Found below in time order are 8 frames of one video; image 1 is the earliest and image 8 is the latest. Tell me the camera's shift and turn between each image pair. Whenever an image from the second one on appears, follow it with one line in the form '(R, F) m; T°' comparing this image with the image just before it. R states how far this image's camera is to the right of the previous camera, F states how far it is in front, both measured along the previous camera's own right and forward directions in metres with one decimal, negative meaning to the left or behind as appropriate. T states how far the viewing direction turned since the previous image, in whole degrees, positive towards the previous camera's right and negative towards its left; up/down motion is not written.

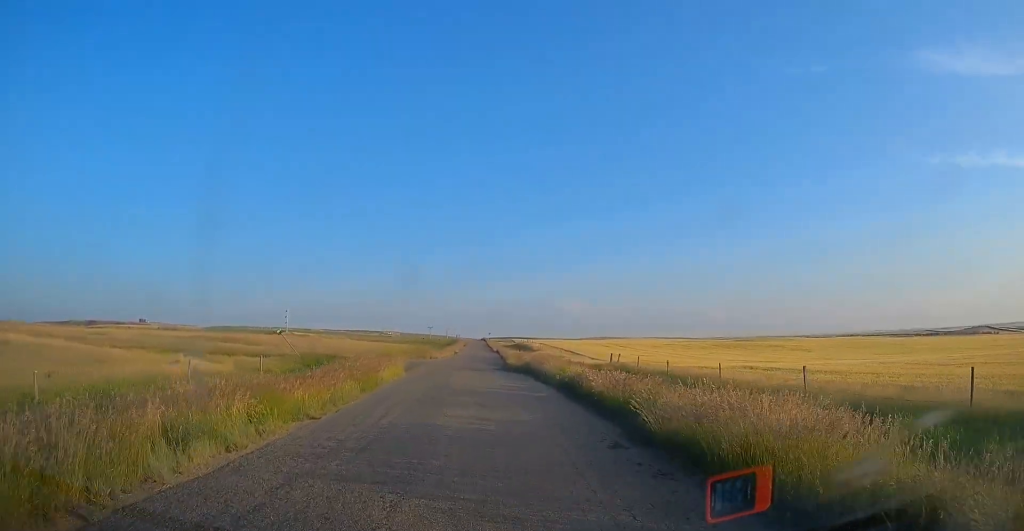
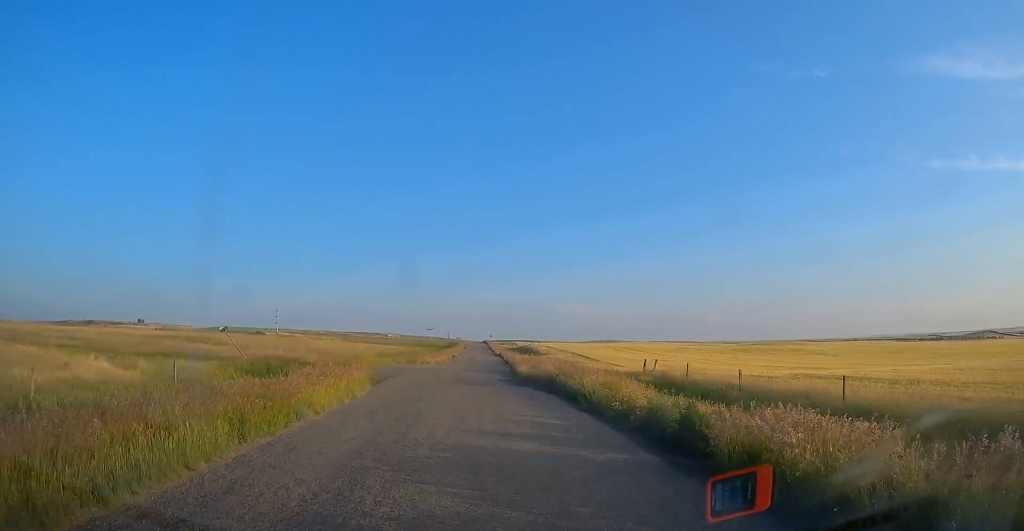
(-0.5, +10.9) m; 0°
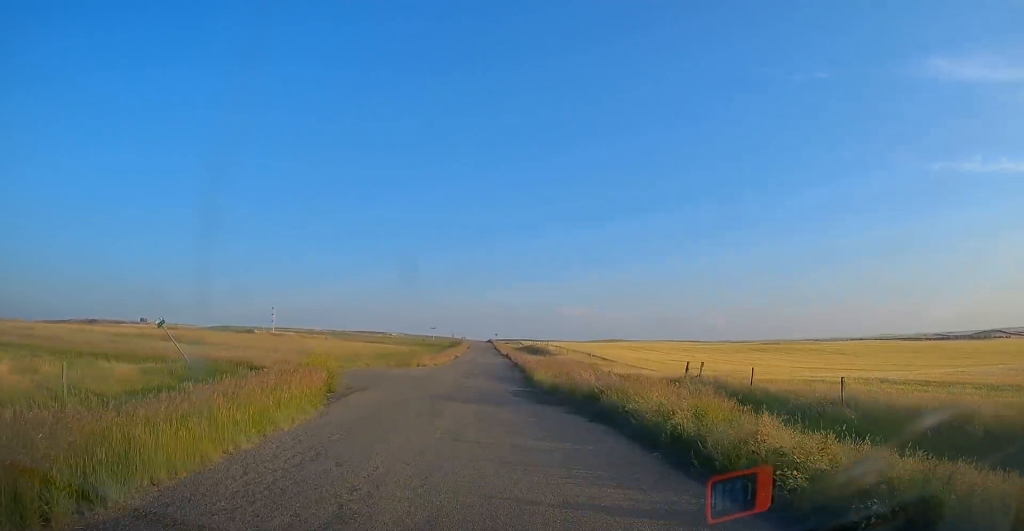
(+0.3, +8.1) m; +2°
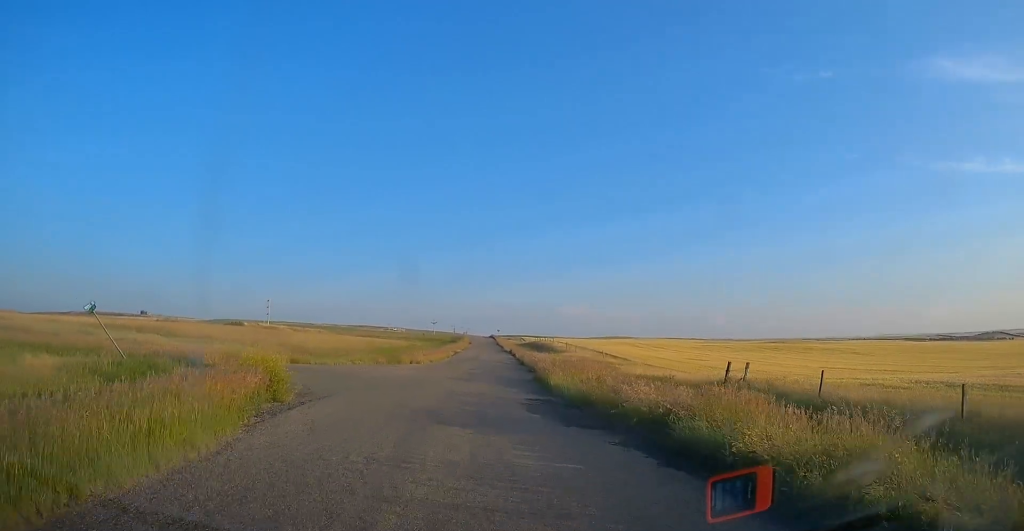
(+0.1, +5.9) m; +1°
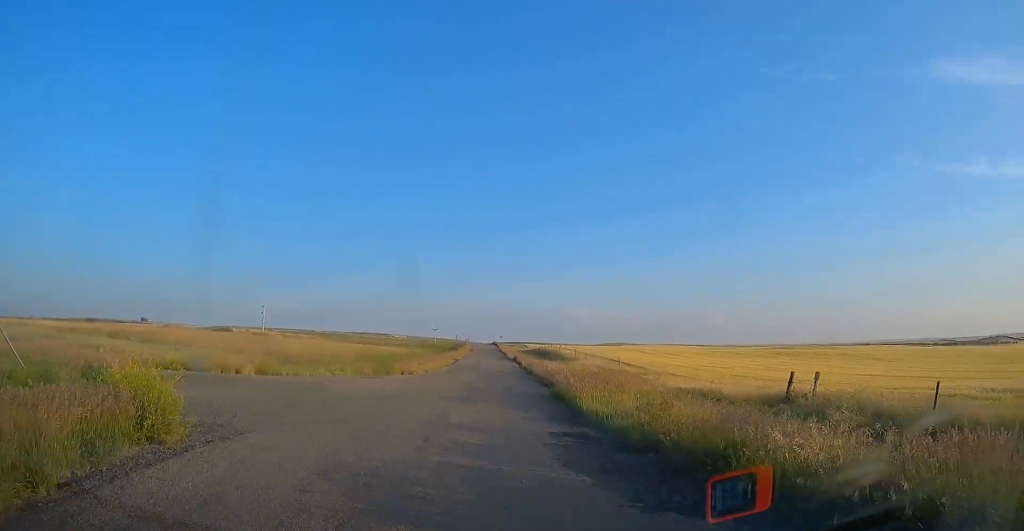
(0.0, +6.1) m; 0°
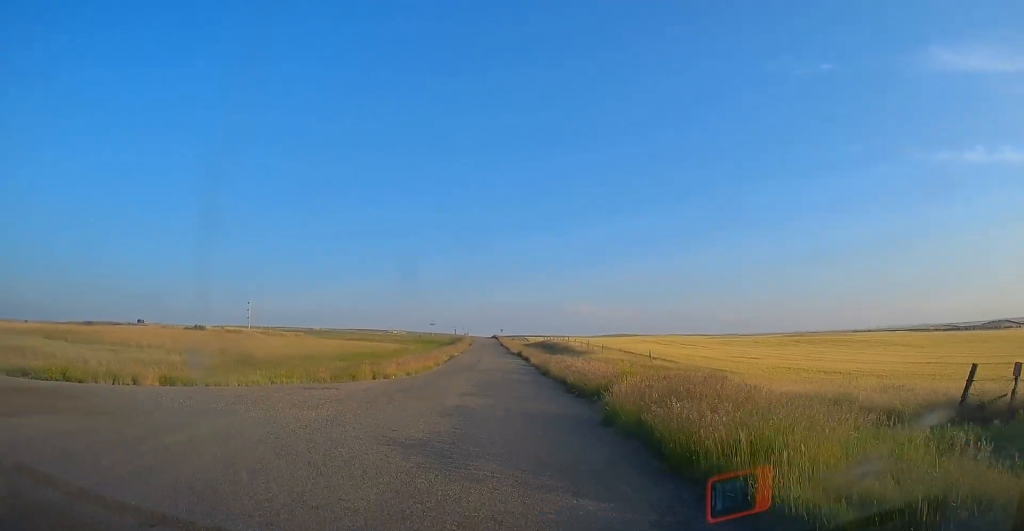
(0.0, +10.0) m; 0°
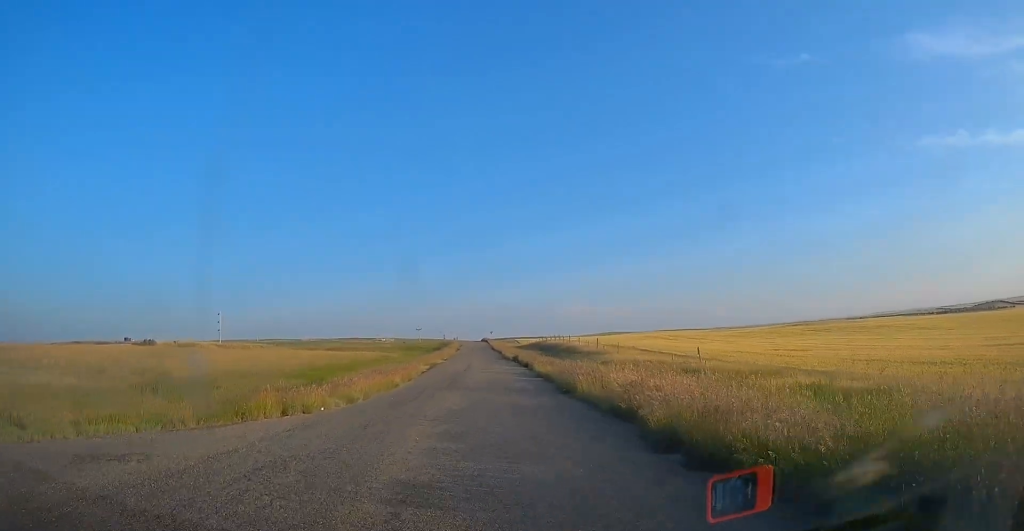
(0.0, +11.9) m; 0°
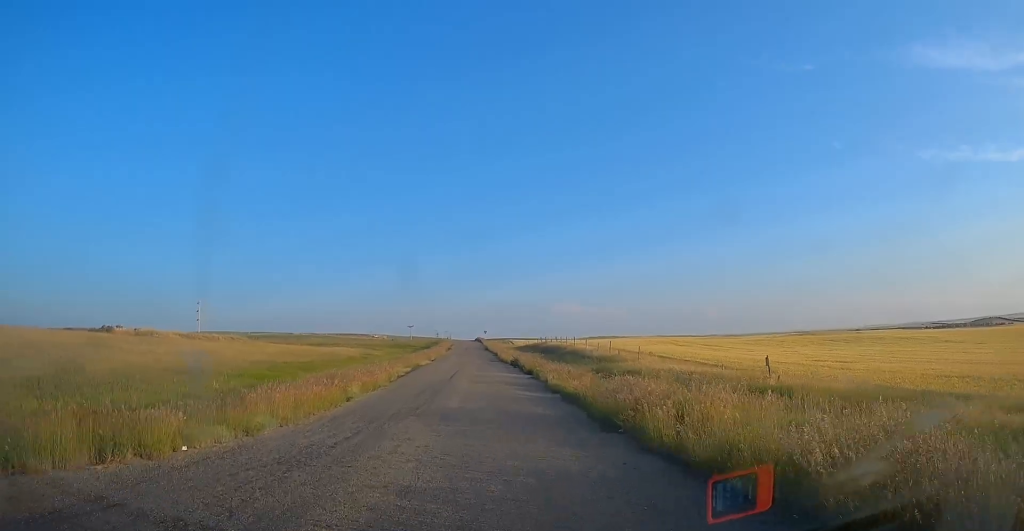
(0.0, +8.7) m; 0°
